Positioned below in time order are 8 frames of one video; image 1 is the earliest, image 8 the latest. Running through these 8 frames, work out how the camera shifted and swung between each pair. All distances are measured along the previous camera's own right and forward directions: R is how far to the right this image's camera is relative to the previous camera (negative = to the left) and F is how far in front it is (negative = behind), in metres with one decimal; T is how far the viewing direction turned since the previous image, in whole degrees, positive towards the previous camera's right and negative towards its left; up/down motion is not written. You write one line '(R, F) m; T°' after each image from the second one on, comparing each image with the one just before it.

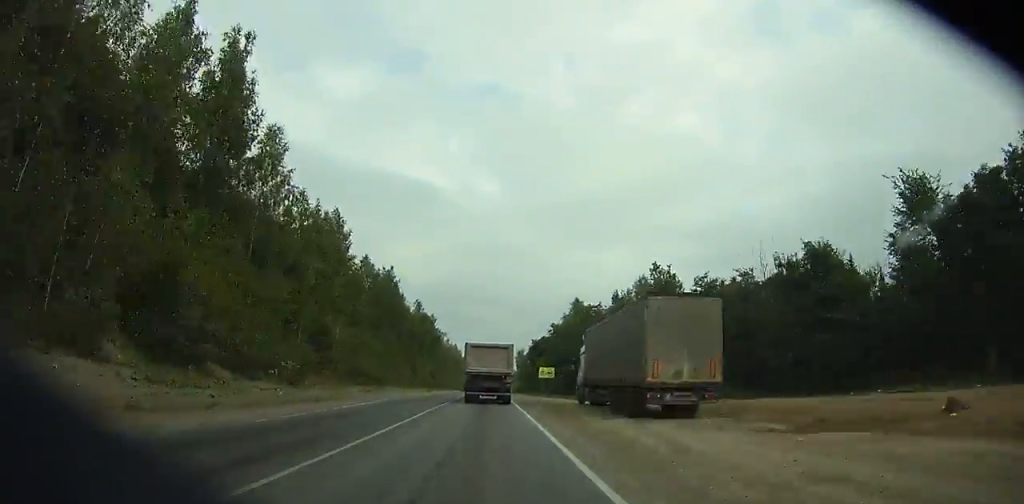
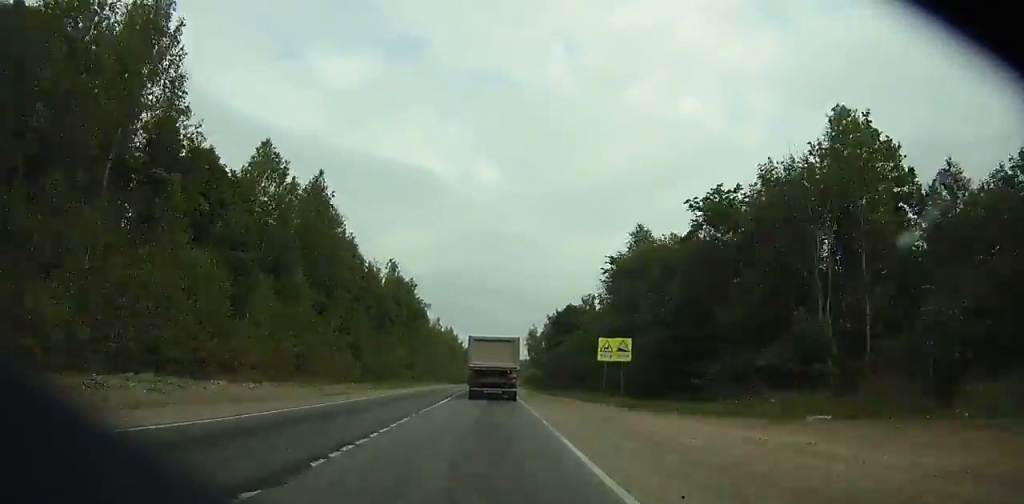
(+1.2, +43.1) m; -9°
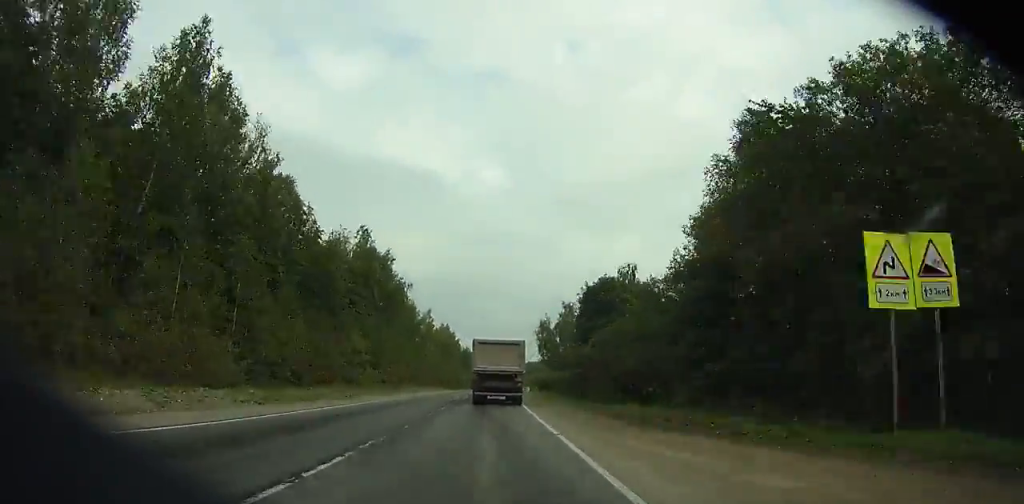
(-4.6, +17.1) m; +4°
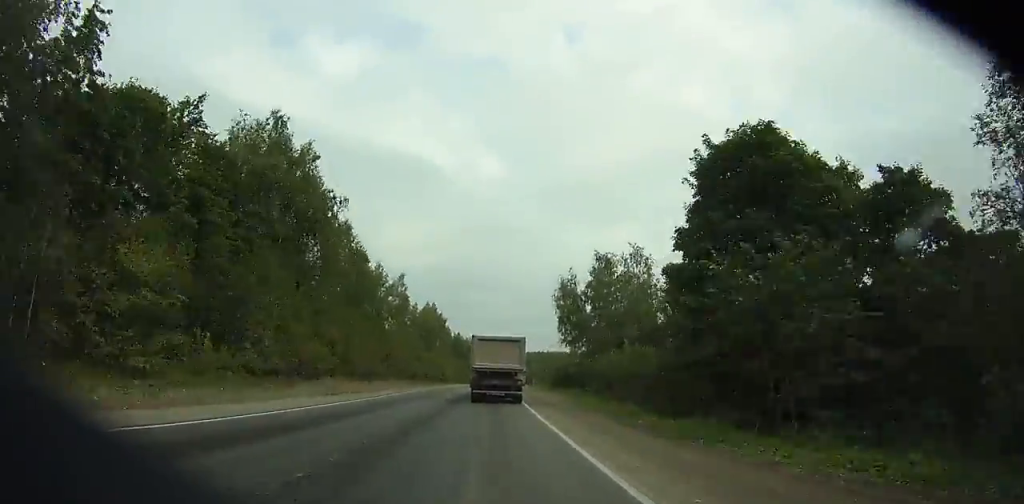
(-2.4, +28.6) m; +6°
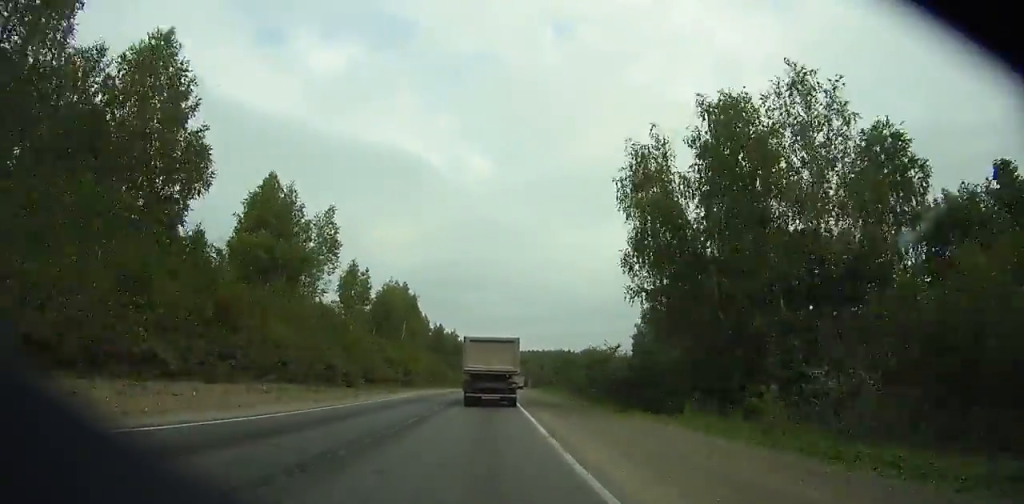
(+9.1, +45.9) m; +7°
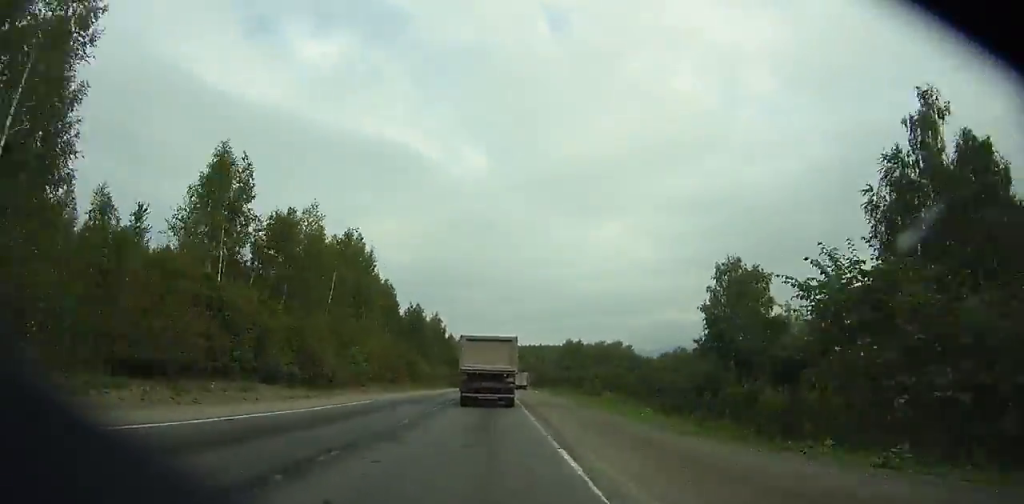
(-2.0, +45.5) m; -2°
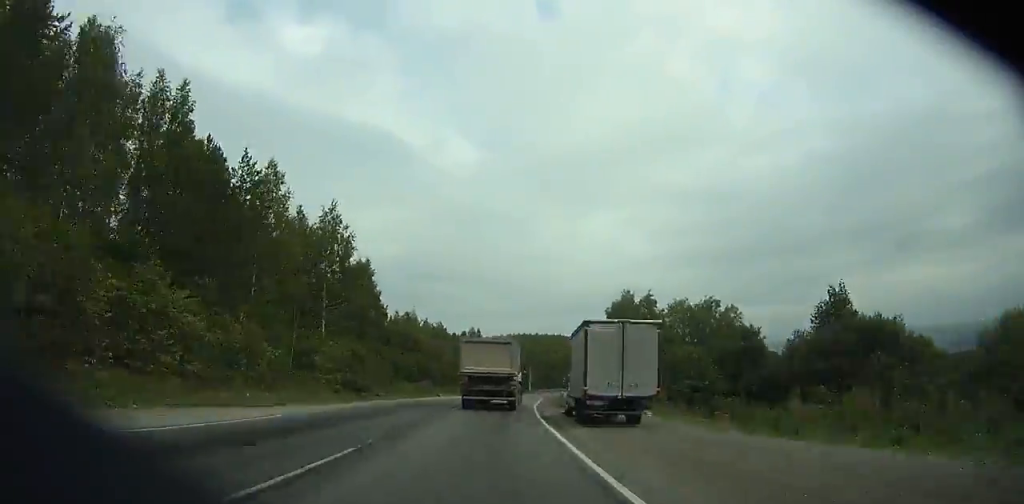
(-2.7, +91.5) m; -1°
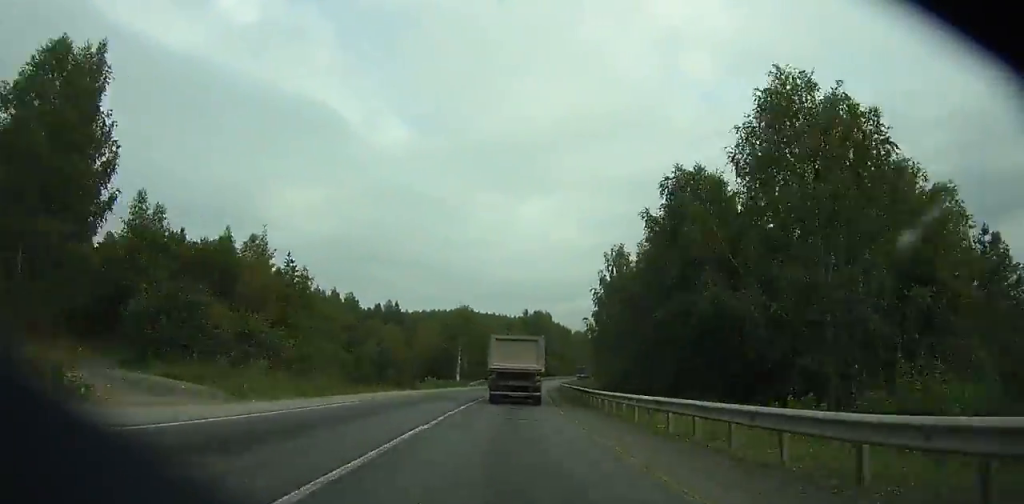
(+1.4, +52.9) m; +4°
